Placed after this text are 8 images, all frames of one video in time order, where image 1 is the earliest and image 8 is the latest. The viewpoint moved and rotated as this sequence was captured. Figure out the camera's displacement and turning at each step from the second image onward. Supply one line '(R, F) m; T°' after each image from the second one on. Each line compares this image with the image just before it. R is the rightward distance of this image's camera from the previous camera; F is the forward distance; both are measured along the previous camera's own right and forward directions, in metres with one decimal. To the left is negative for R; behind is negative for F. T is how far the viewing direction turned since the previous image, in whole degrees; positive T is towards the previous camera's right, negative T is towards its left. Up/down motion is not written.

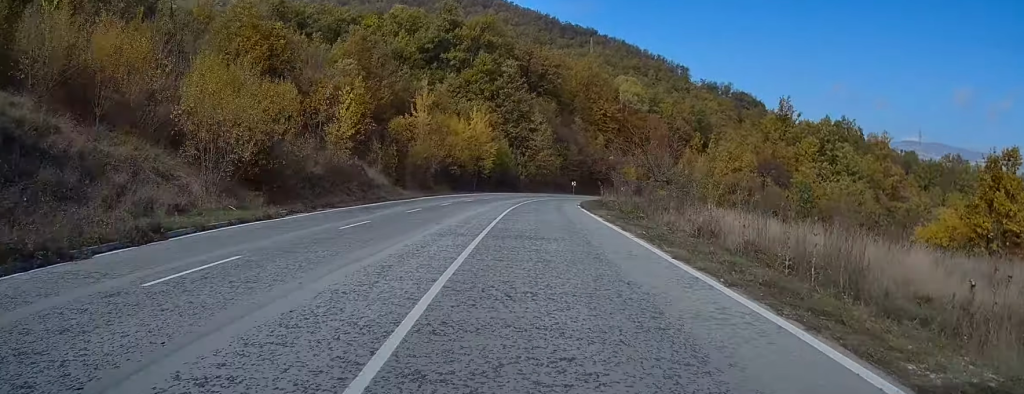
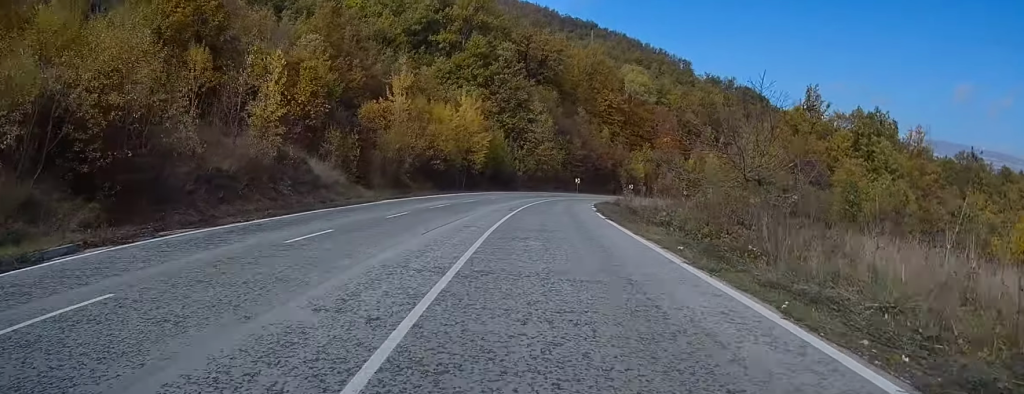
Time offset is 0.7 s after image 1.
(0.0, +13.4) m; 0°
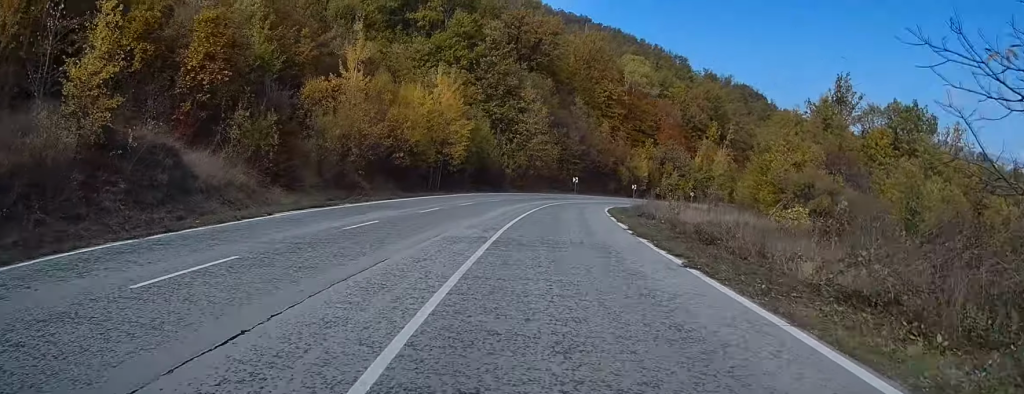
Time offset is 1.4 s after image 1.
(+0.1, +14.3) m; +1°
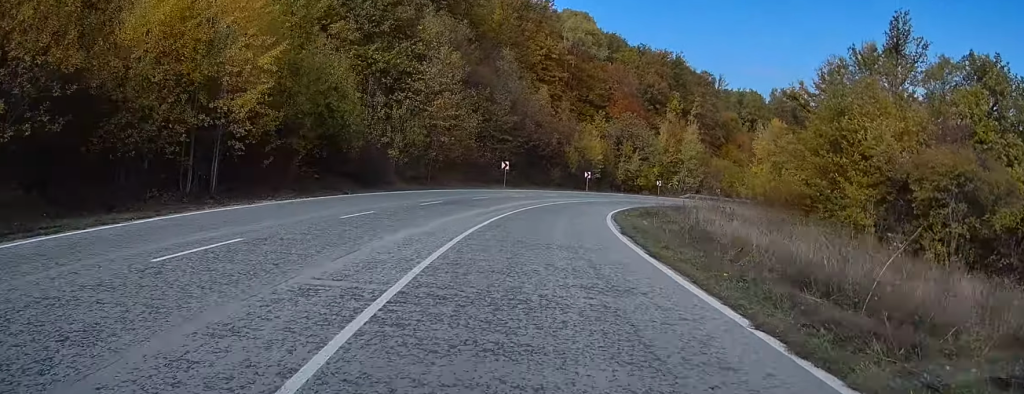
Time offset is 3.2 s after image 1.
(+1.2, +33.4) m; +5°
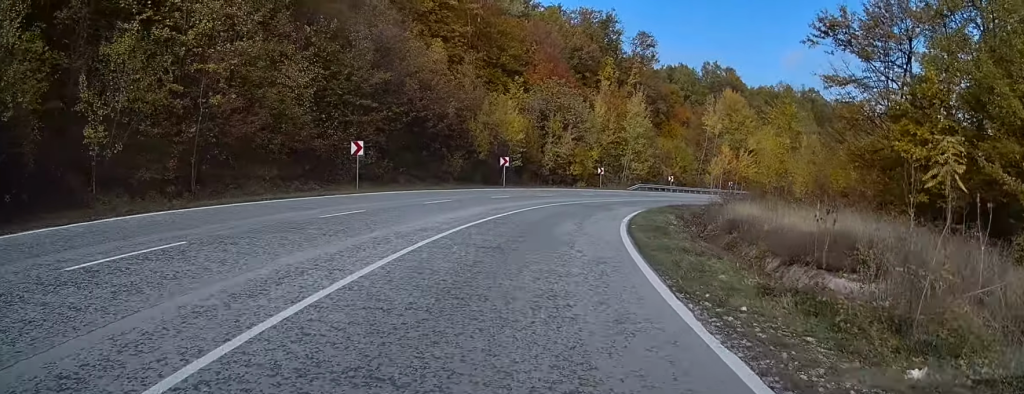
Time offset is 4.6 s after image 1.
(+1.4, +27.8) m; +7°
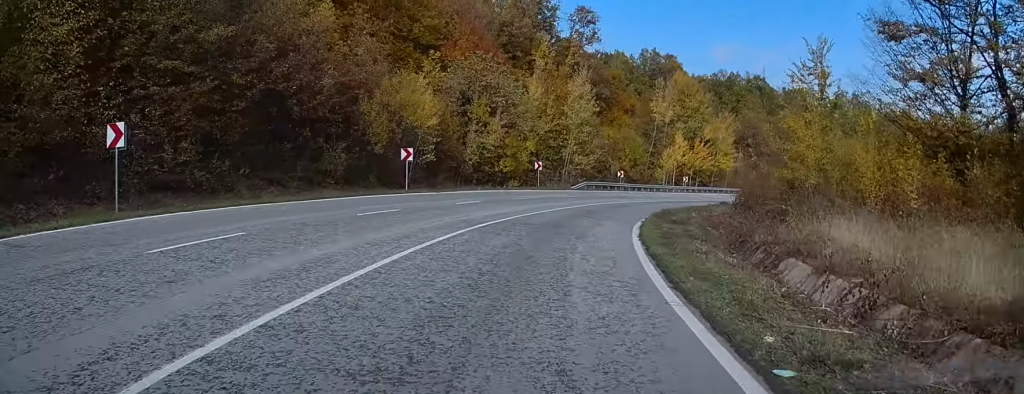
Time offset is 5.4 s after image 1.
(+0.8, +15.2) m; +5°
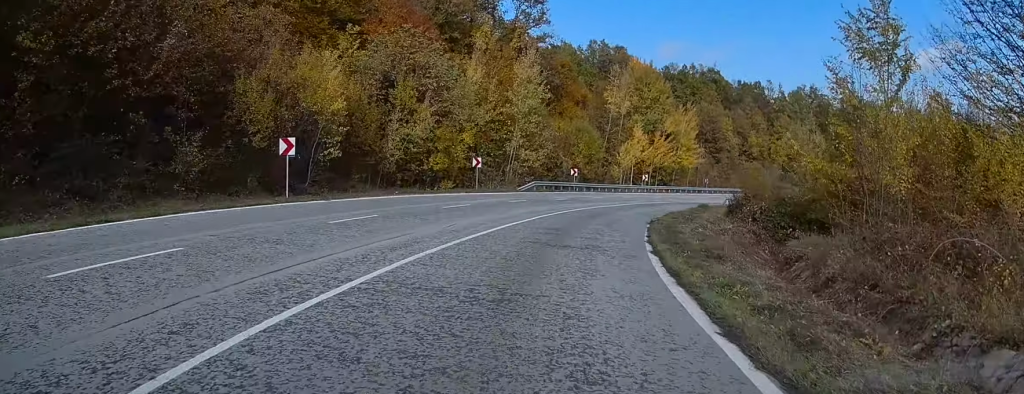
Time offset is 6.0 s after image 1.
(+0.3, +10.6) m; +4°
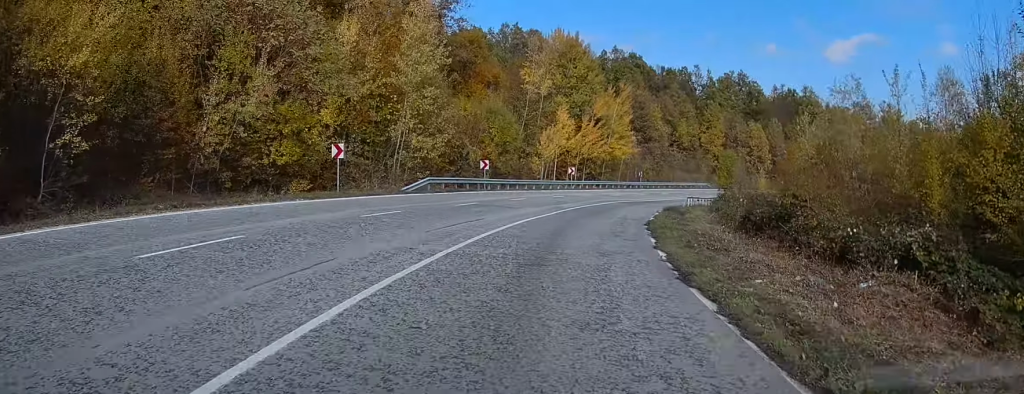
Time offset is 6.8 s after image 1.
(+0.5, +15.2) m; +7°
